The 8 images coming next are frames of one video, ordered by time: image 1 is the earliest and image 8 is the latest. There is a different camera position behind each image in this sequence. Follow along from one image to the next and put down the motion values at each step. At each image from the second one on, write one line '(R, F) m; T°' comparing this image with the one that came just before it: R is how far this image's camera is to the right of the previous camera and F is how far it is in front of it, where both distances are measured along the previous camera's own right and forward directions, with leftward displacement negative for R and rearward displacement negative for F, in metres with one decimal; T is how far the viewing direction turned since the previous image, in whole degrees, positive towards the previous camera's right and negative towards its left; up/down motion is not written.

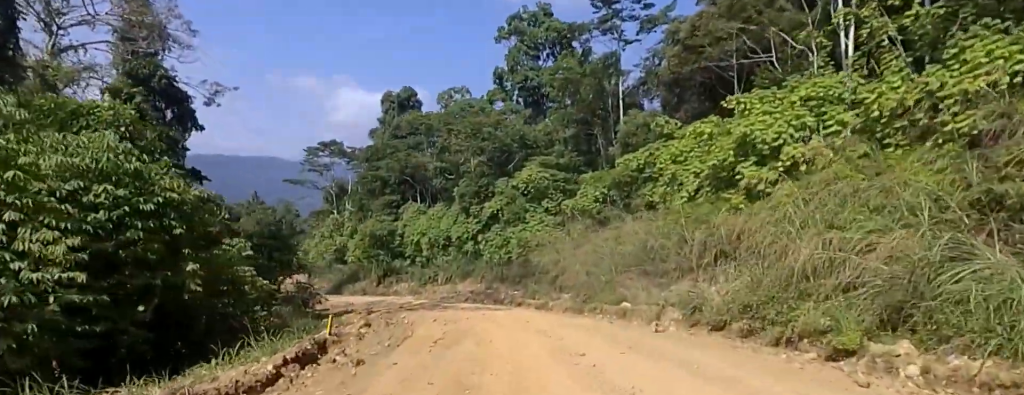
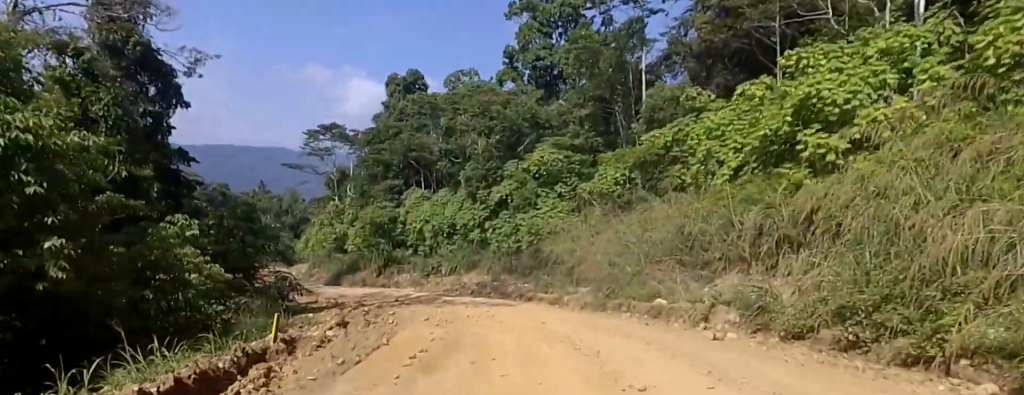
(0.0, +4.6) m; 0°
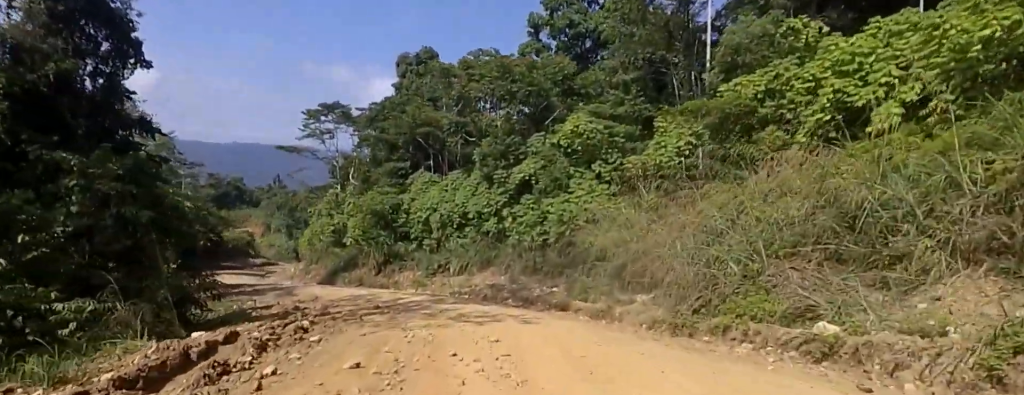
(0.0, +11.1) m; 0°
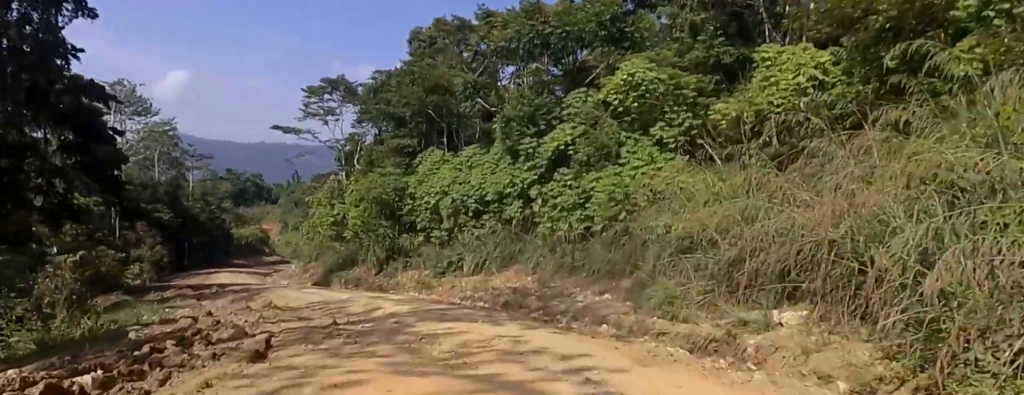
(0.0, +9.4) m; -10°
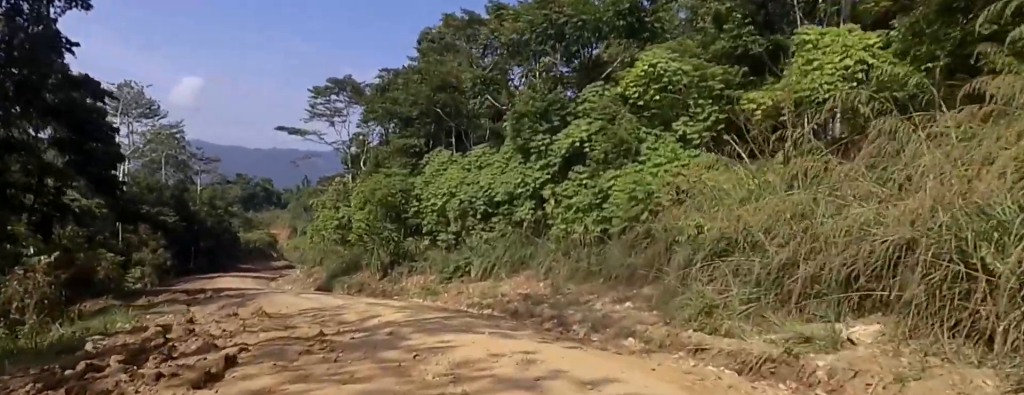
(+0.1, +2.0) m; -6°
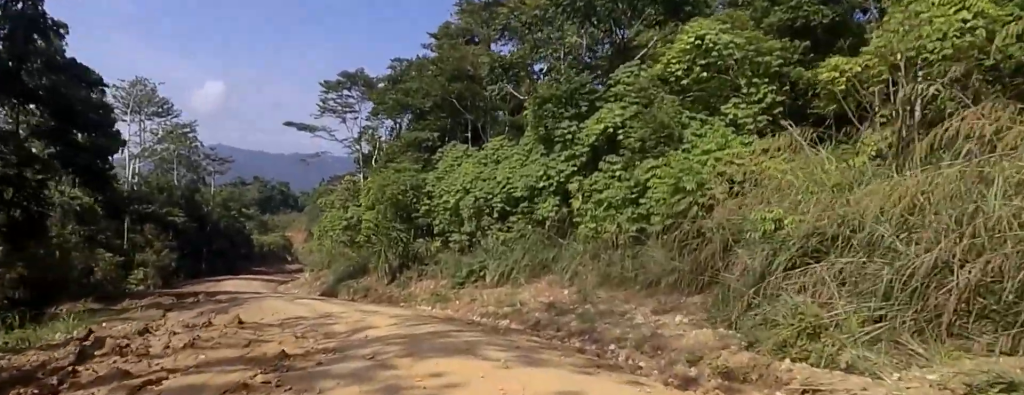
(-0.8, +3.6) m; -12°
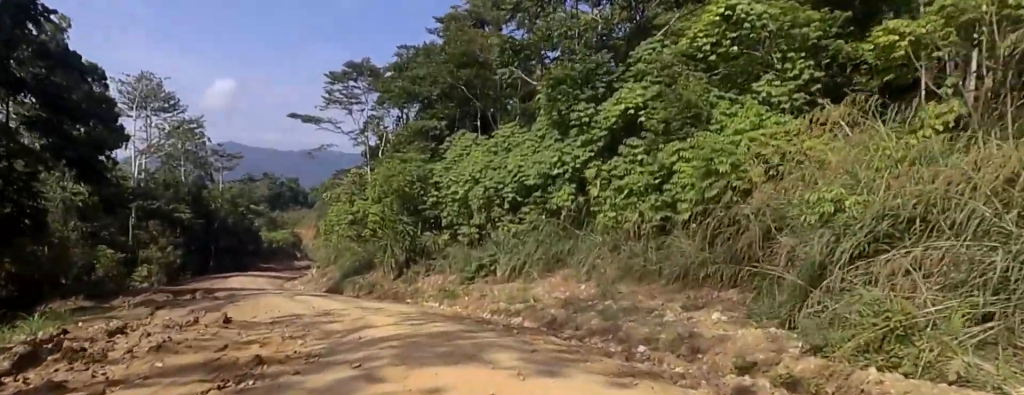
(-0.1, +1.9) m; -2°
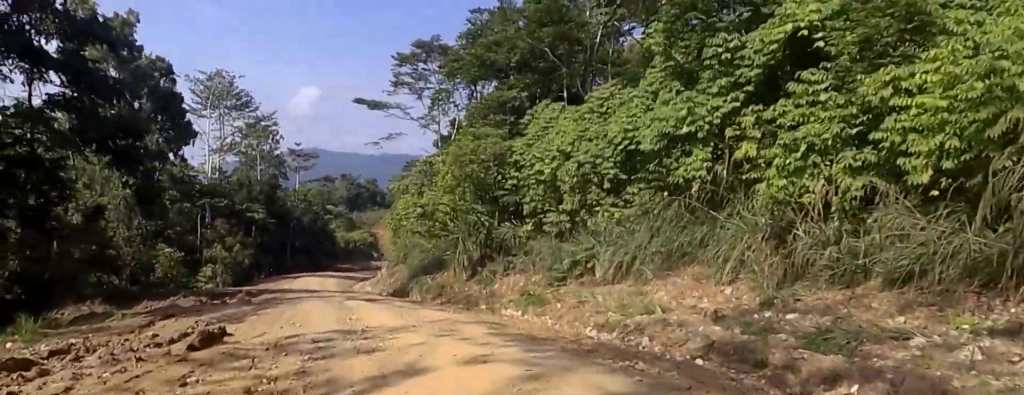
(-0.1, +7.0) m; -1°
